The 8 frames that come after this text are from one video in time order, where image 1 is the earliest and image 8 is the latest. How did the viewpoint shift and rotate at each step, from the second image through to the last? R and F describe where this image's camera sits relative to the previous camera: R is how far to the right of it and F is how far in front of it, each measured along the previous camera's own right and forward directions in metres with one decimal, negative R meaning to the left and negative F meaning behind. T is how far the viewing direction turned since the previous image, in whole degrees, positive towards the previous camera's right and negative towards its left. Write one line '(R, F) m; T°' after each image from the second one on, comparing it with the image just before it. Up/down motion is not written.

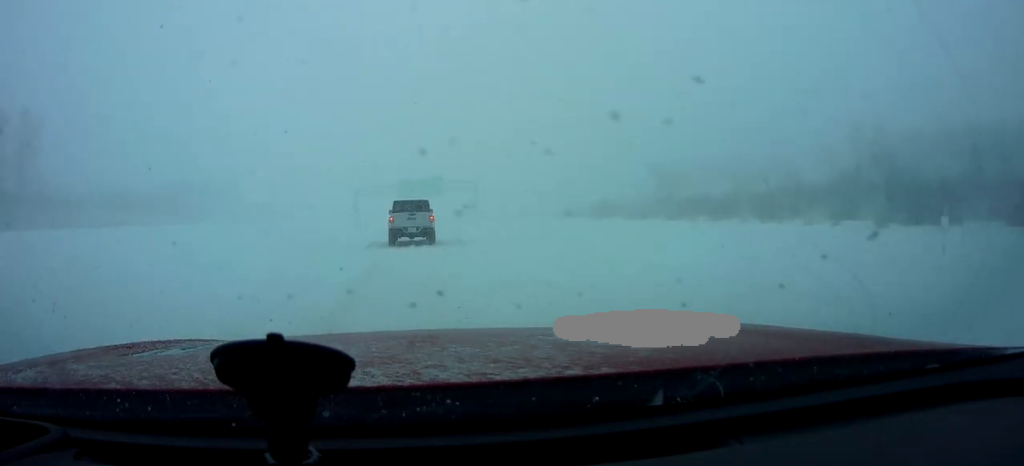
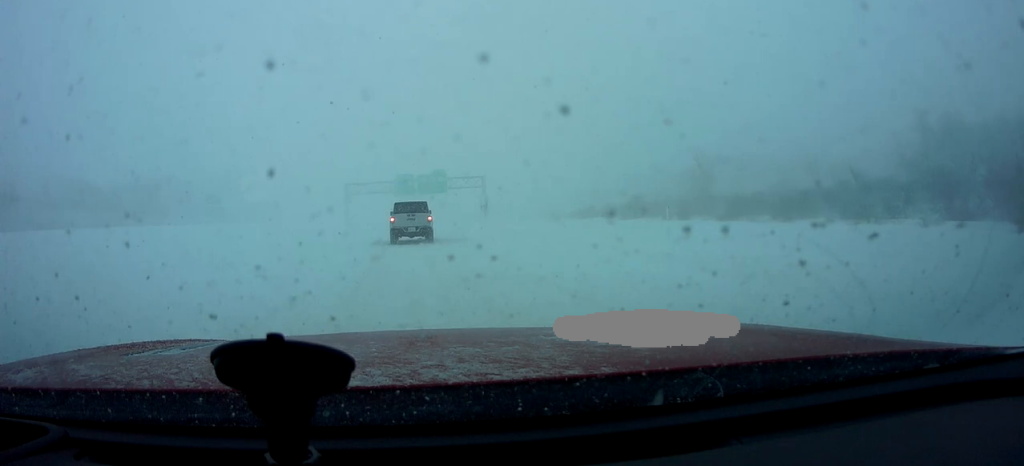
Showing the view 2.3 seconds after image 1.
(-0.9, +14.8) m; -1°
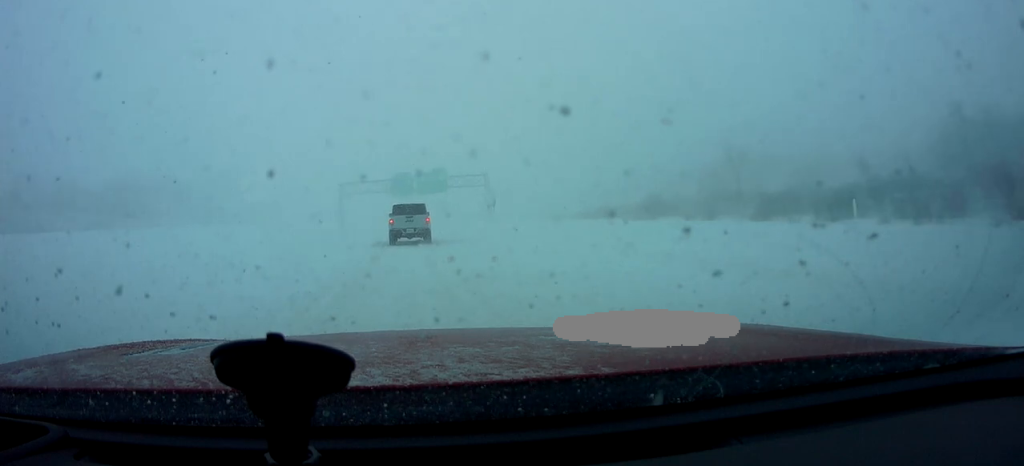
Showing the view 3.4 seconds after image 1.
(+0.1, +7.0) m; +2°
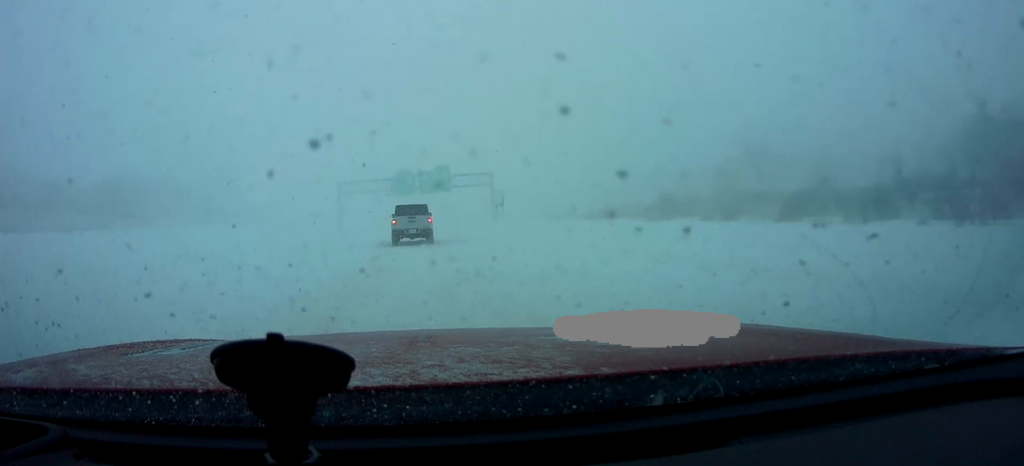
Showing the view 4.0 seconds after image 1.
(0.0, +4.1) m; 0°
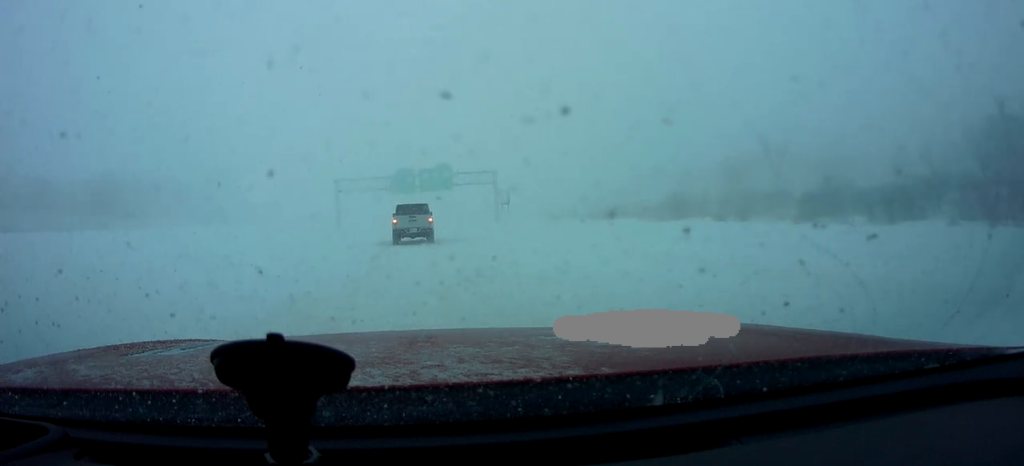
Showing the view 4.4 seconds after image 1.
(+0.1, +3.0) m; 0°
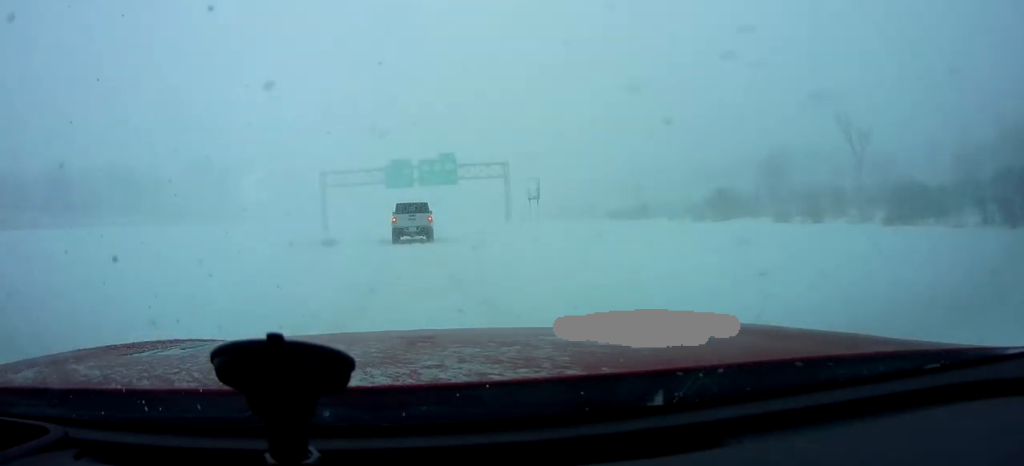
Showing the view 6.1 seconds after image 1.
(-0.4, +13.0) m; -2°
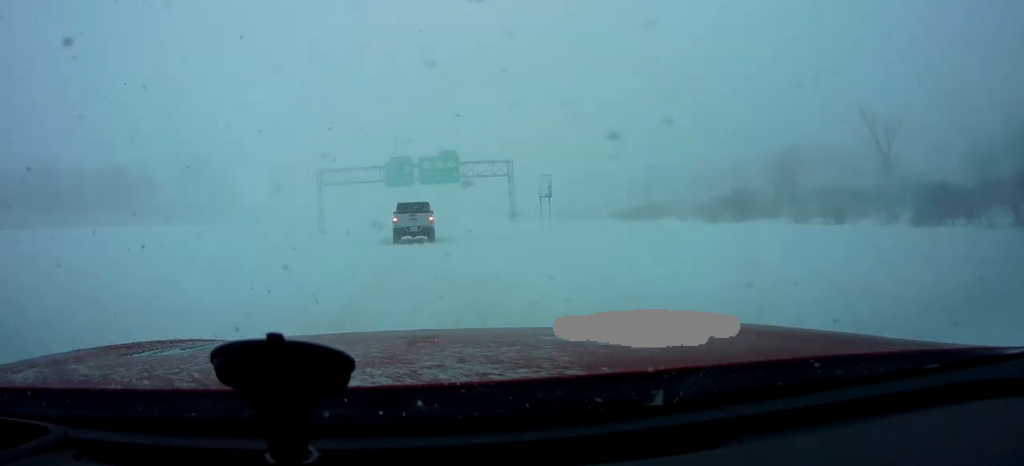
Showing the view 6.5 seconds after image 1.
(-0.1, +3.2) m; 0°
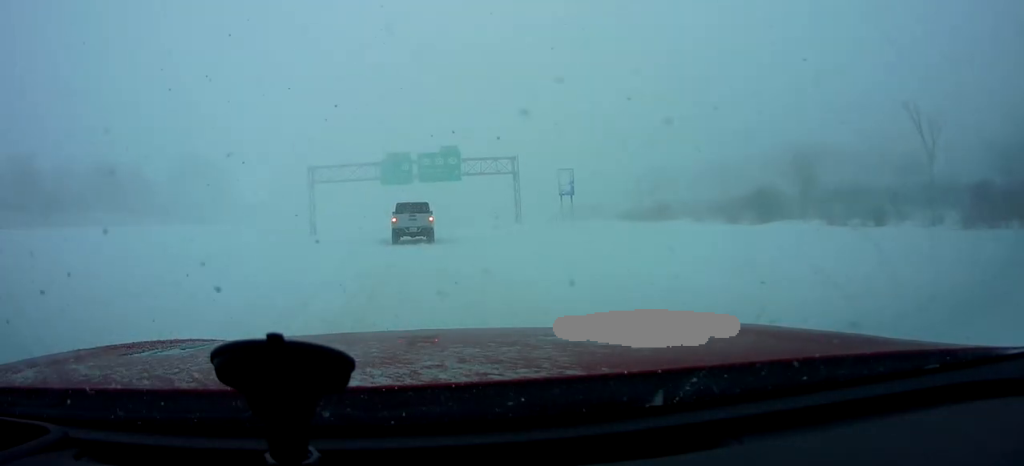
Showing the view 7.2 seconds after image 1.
(+0.1, +5.4) m; +1°
